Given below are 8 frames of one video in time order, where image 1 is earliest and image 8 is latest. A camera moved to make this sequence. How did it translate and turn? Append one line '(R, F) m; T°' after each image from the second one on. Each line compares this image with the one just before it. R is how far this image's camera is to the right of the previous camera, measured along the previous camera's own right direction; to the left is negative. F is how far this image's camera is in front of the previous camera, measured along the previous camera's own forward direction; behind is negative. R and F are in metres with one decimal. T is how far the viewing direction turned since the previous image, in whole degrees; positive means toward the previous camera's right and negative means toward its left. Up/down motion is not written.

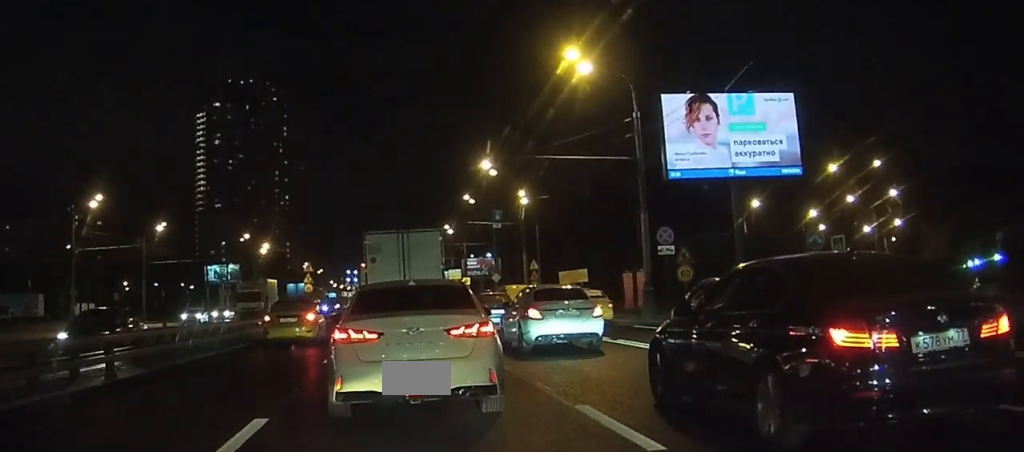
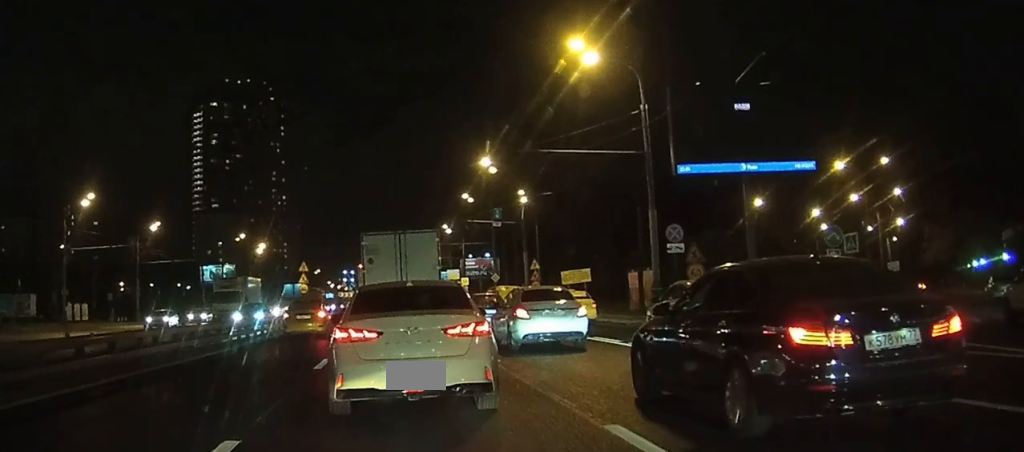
(0.0, +2.6) m; +1°
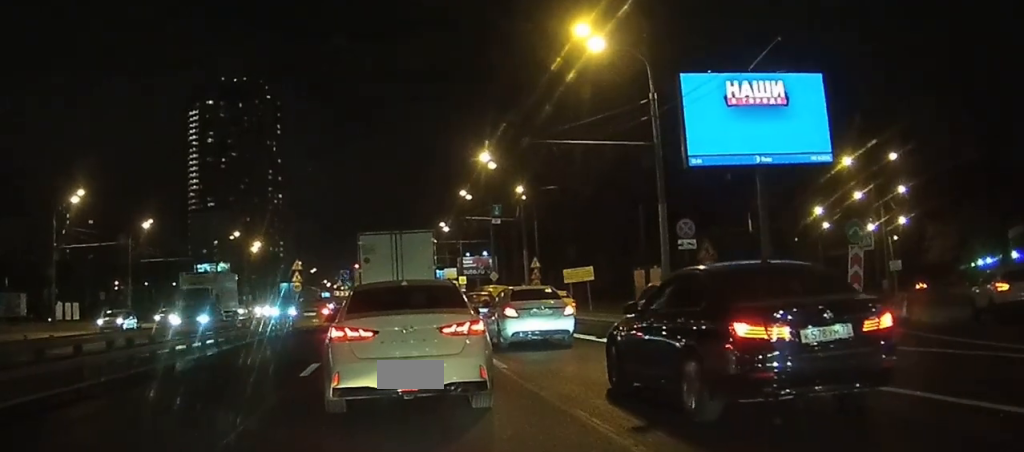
(0.0, +3.1) m; +2°
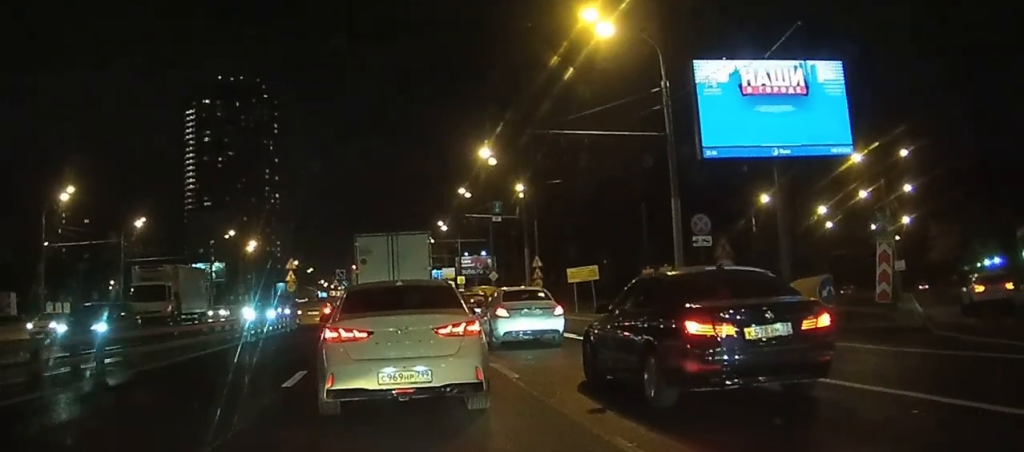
(0.0, +3.5) m; +1°
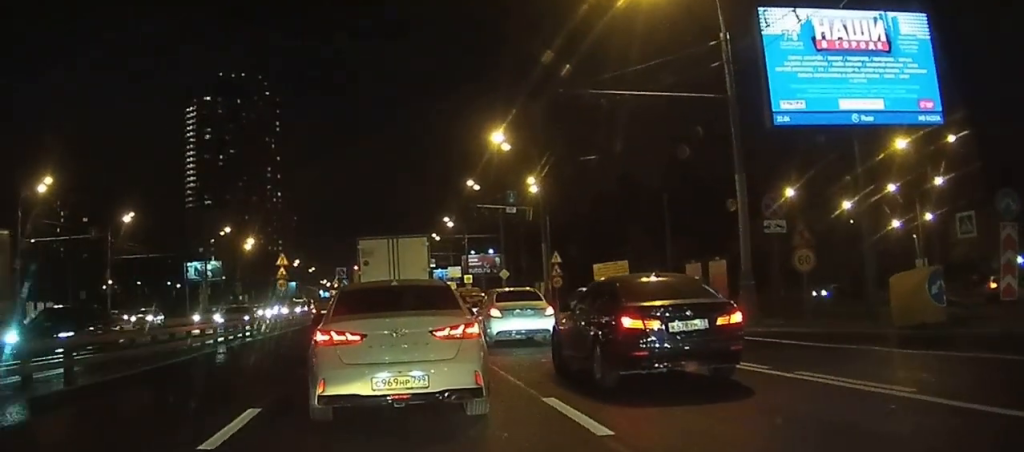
(0.0, +10.3) m; -1°
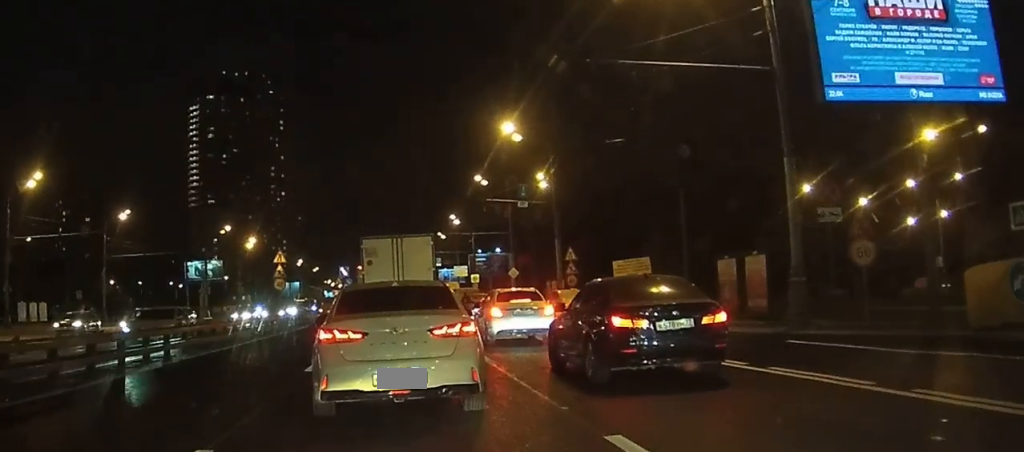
(0.0, +5.1) m; 0°
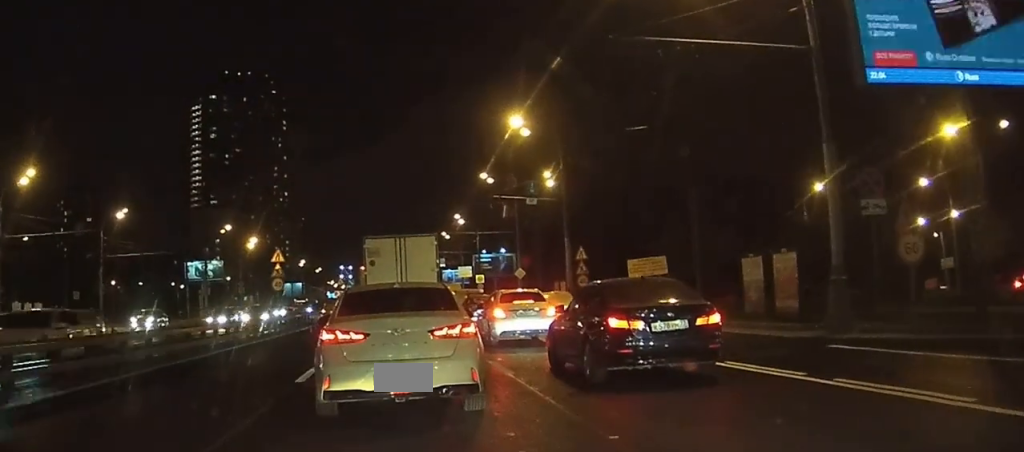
(0.0, +3.1) m; -1°
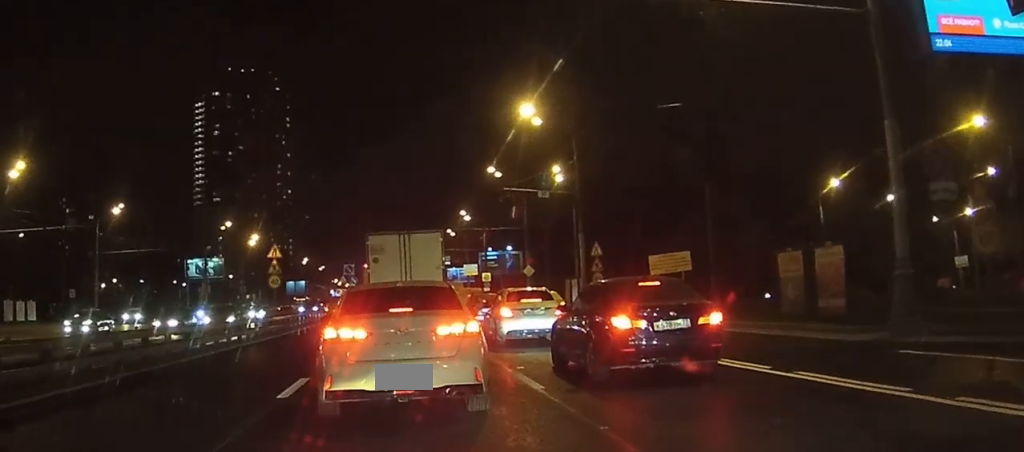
(0.0, +3.6) m; -2°
